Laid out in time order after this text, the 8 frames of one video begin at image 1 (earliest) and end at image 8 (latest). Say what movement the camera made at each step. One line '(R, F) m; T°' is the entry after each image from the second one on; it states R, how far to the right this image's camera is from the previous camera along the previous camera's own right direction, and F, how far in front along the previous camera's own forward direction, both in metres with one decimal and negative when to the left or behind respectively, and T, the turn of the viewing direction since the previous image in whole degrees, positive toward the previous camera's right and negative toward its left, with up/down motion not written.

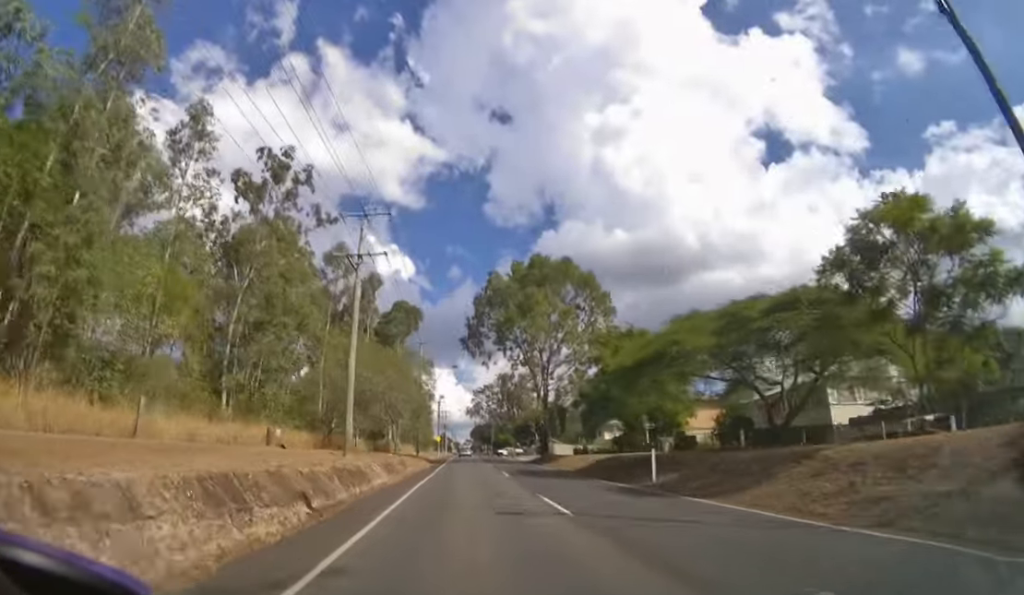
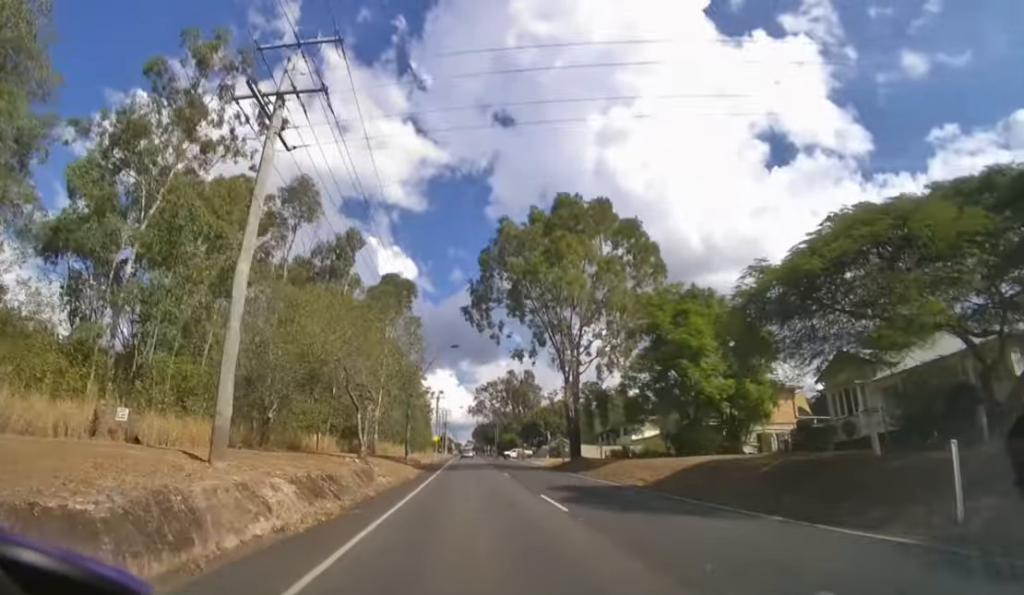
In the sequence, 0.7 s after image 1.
(0.0, +12.8) m; 0°
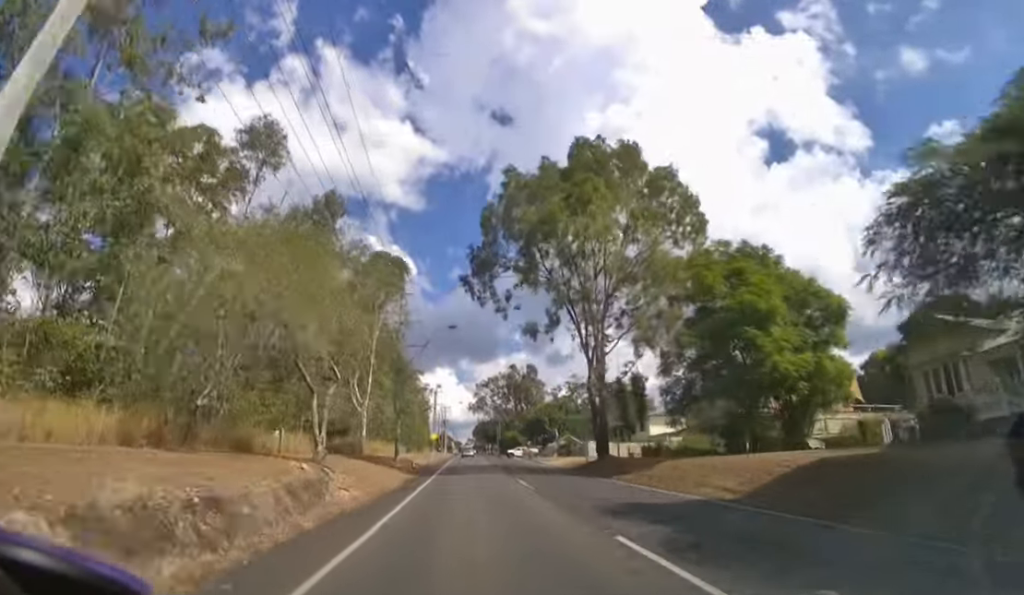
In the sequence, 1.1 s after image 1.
(0.0, +6.6) m; 0°
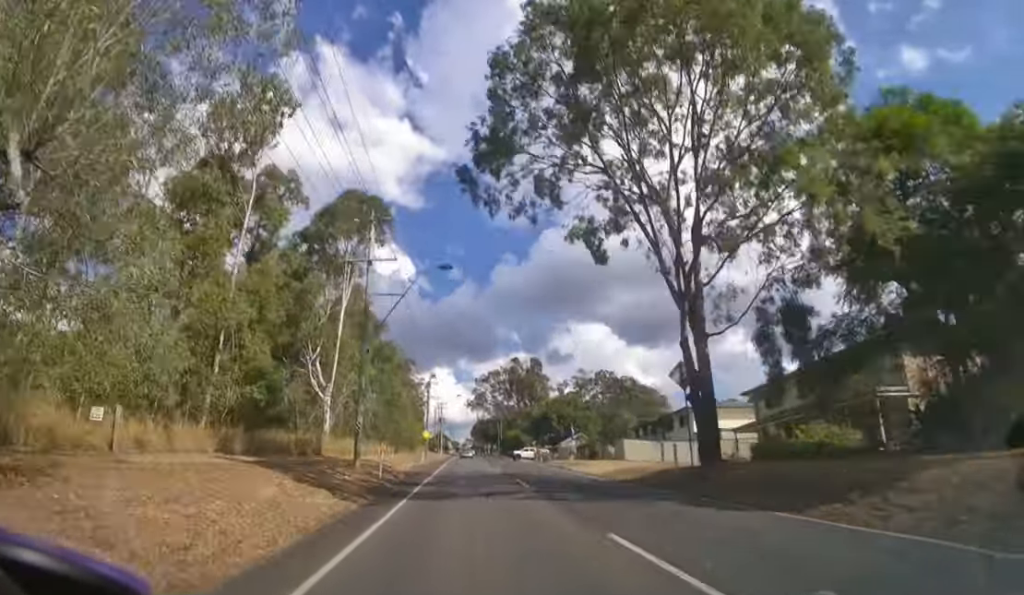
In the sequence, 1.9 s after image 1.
(0.0, +11.9) m; 0°
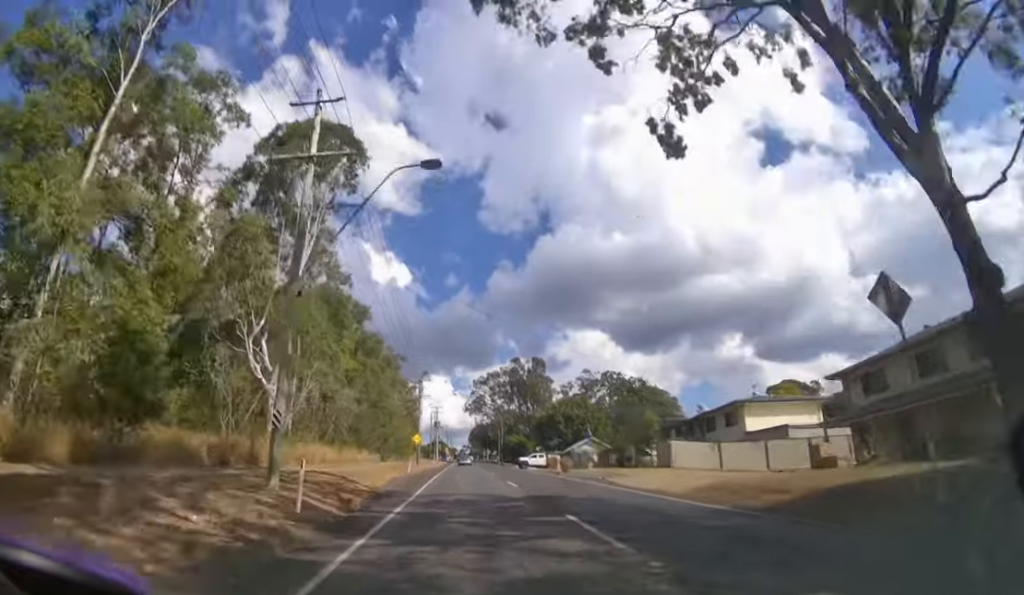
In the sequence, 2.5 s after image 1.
(0.0, +9.9) m; 0°
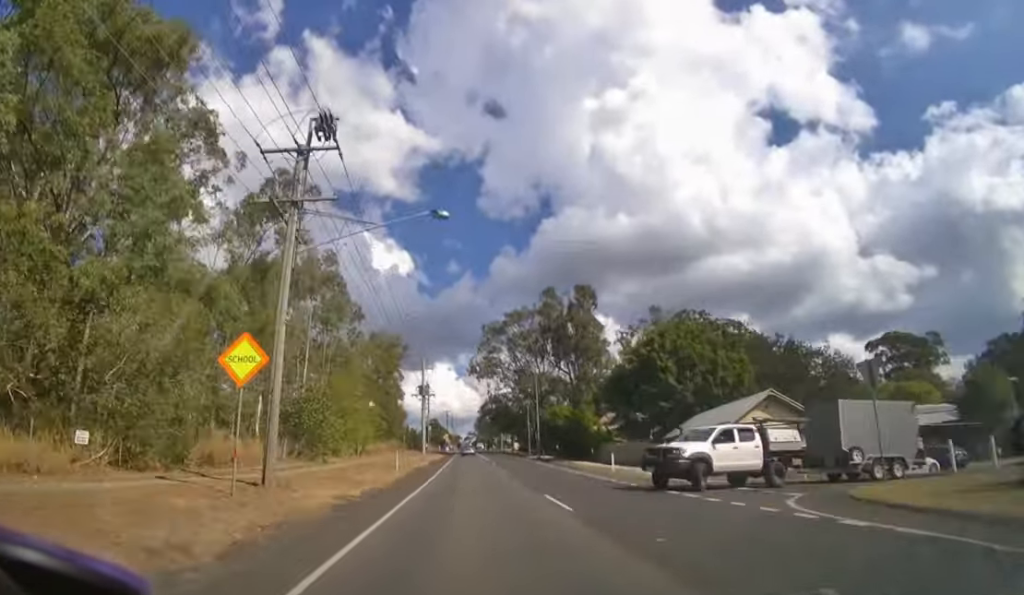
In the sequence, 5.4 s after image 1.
(+0.1, +41.7) m; 0°
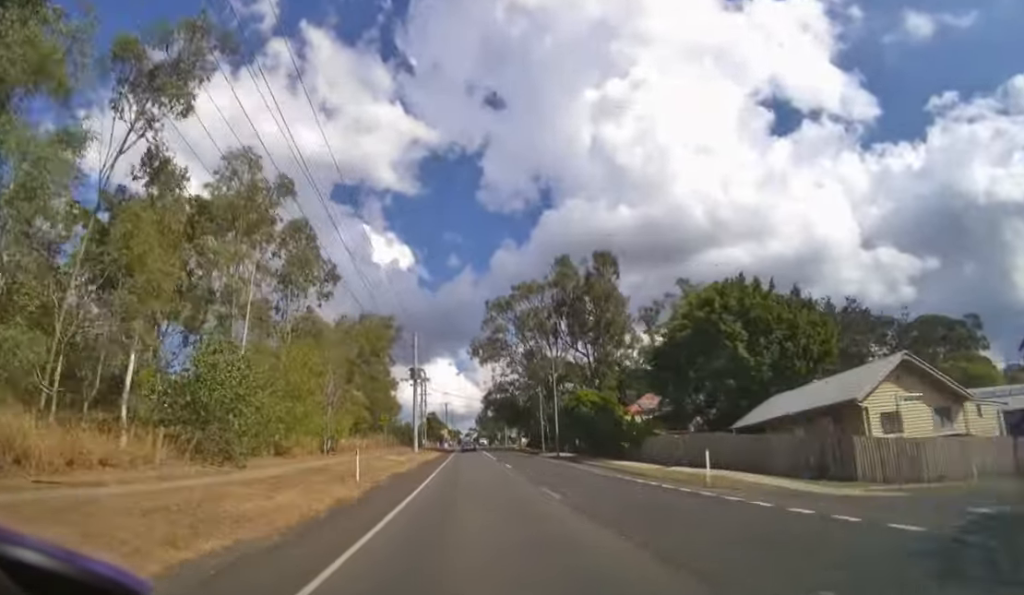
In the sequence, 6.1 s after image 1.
(0.0, +9.7) m; 0°
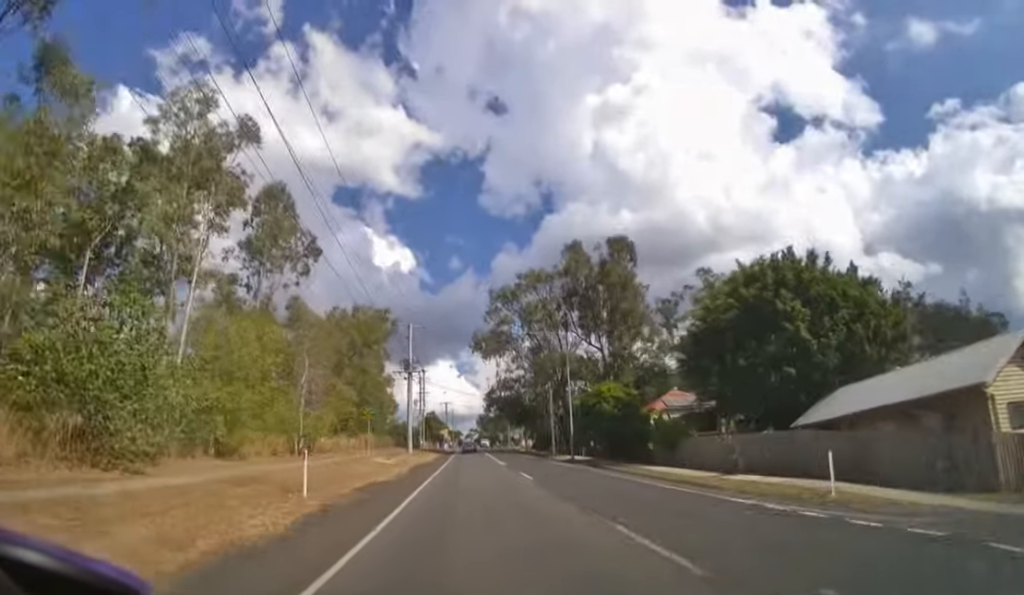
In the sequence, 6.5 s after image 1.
(0.0, +5.3) m; 0°
